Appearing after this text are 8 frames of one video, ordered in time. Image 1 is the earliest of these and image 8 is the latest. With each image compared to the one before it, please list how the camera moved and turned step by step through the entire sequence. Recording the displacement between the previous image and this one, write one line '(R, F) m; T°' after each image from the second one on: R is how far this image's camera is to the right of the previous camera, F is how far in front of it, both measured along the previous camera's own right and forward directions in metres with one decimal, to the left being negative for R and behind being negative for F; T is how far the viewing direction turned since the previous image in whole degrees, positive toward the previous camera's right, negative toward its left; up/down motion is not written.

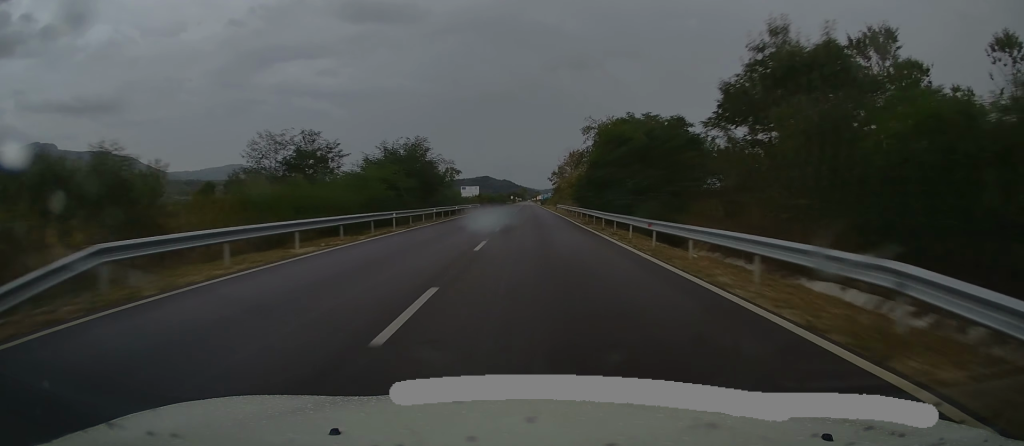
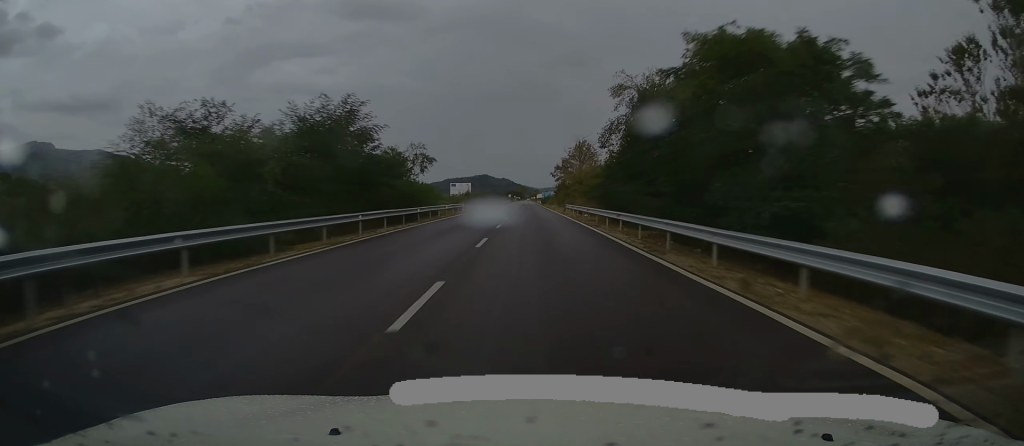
(-0.3, +17.7) m; -1°
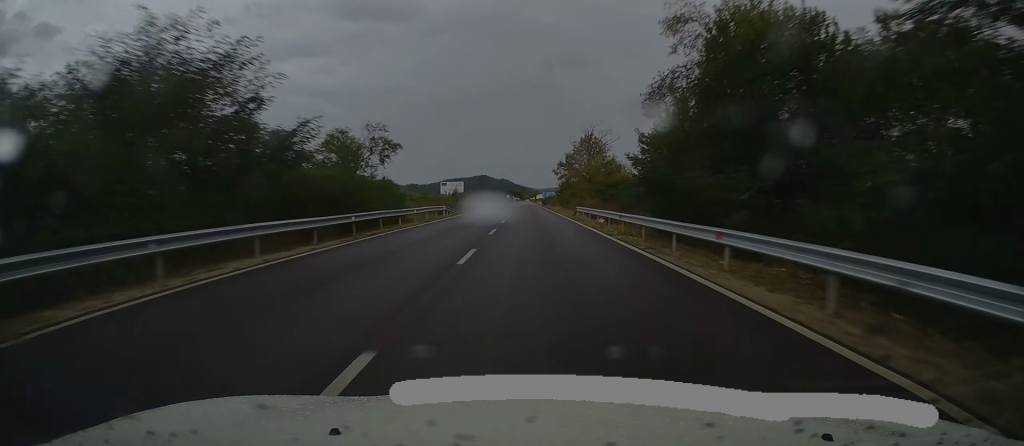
(+0.1, +12.8) m; 0°
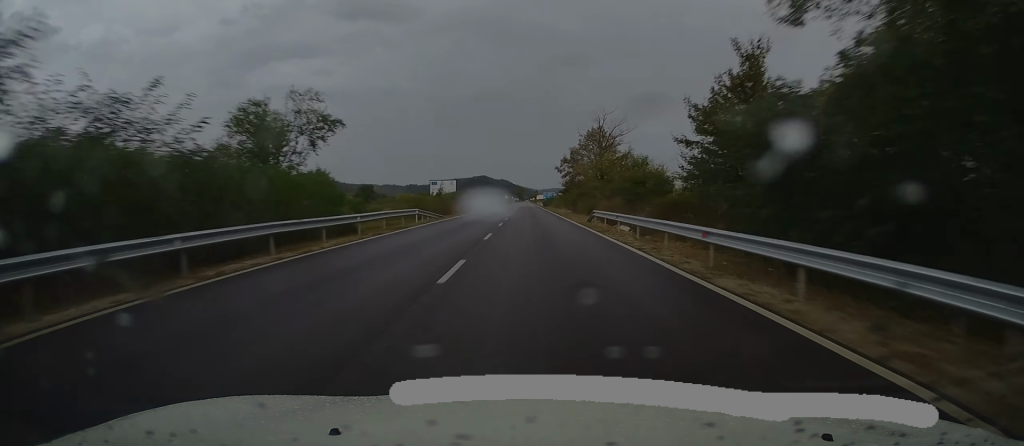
(0.0, +11.2) m; 0°
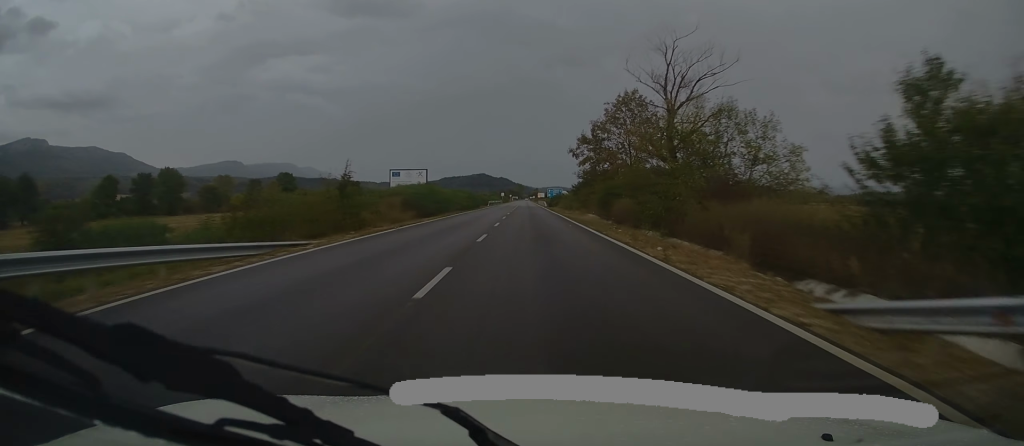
(0.0, +28.6) m; 0°
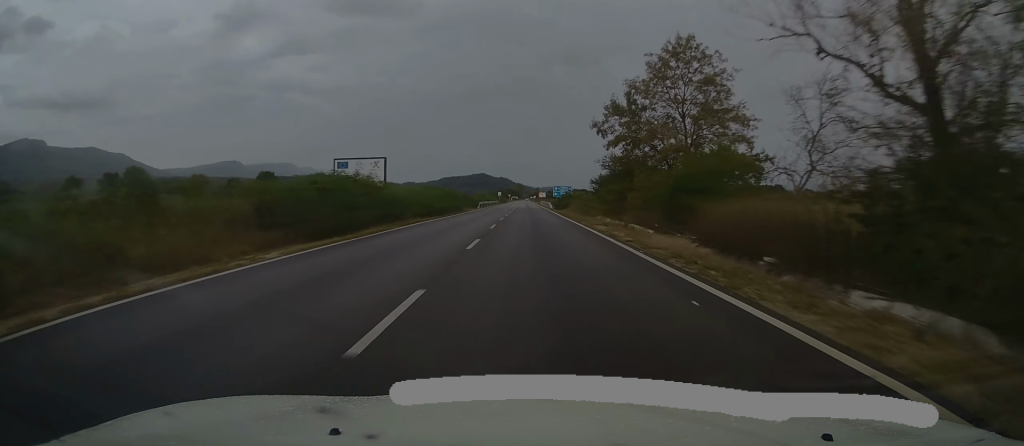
(0.0, +20.6) m; 0°
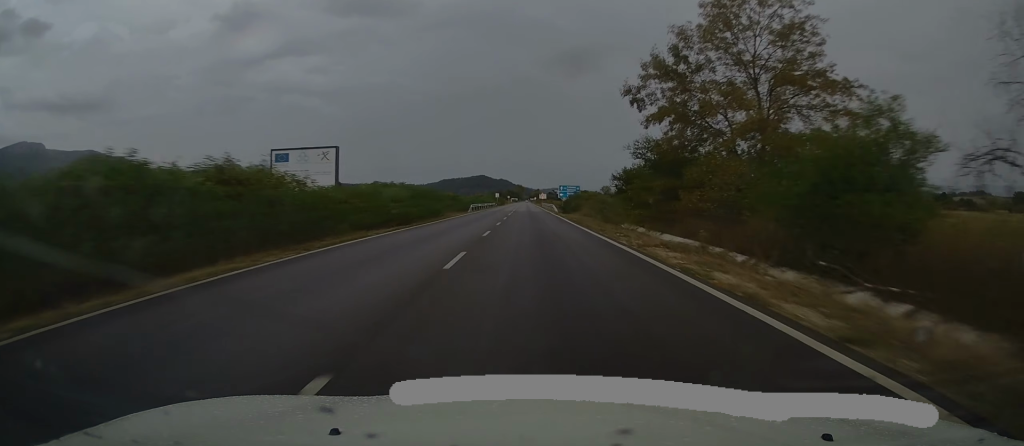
(0.0, +12.7) m; 0°
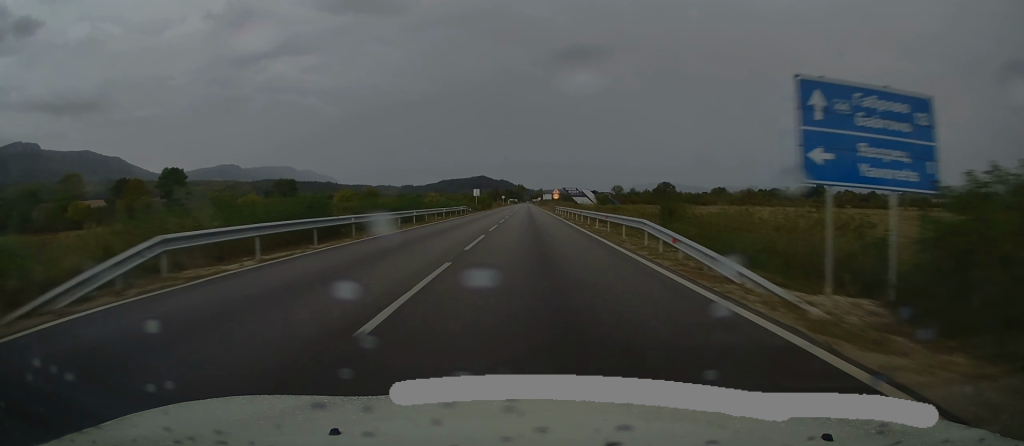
(+0.2, +58.9) m; 0°
